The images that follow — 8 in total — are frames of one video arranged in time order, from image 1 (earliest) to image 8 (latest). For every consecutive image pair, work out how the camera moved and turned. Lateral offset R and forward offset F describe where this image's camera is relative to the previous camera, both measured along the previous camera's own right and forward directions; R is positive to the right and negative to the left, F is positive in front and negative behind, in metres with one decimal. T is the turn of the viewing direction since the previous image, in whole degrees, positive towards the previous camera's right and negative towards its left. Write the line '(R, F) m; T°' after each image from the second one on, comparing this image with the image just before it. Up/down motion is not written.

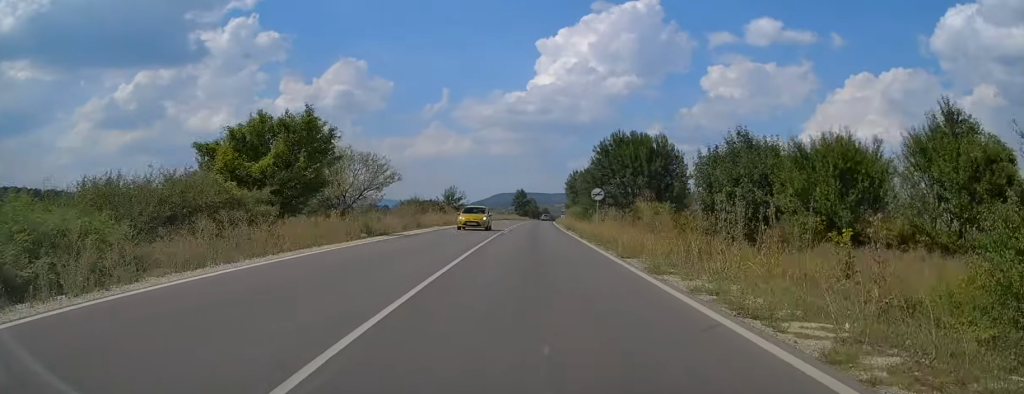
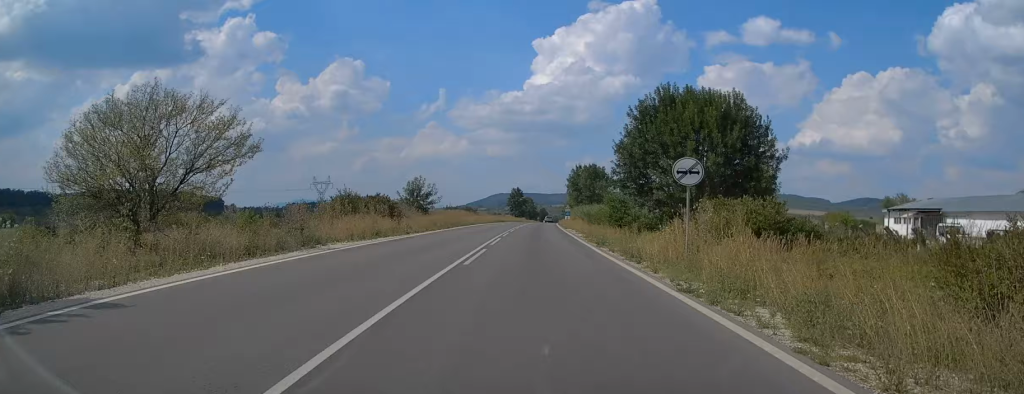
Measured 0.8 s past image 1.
(+0.1, +21.3) m; 0°
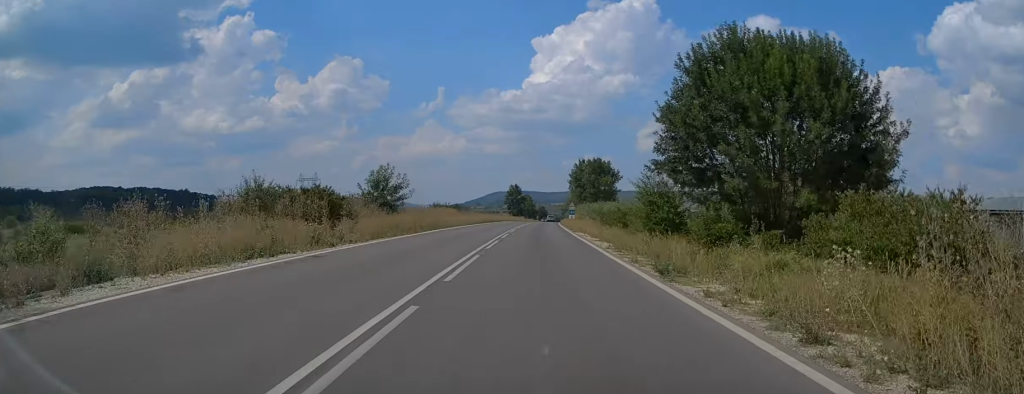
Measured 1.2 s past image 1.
(0.0, +12.0) m; 0°
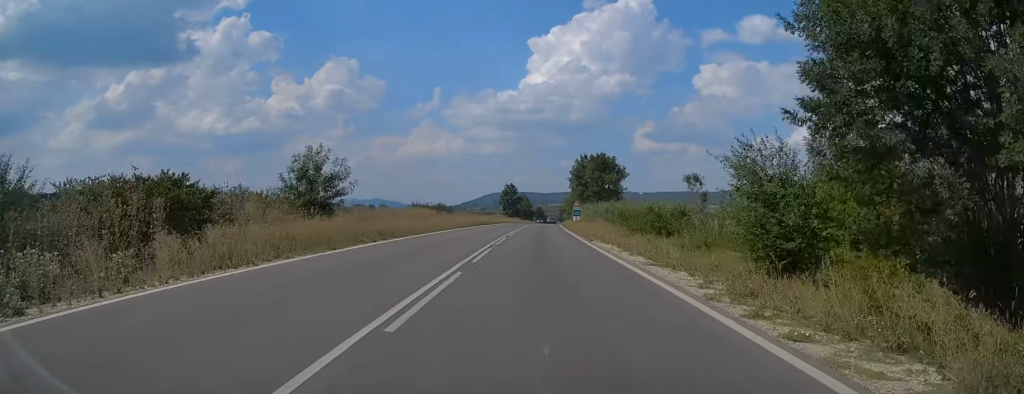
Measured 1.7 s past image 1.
(0.0, +13.0) m; 0°
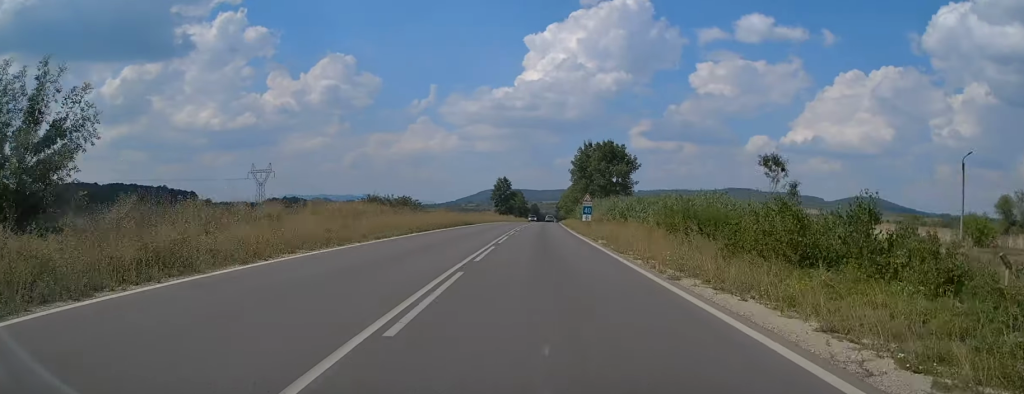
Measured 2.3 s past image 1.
(-0.1, +17.7) m; +1°
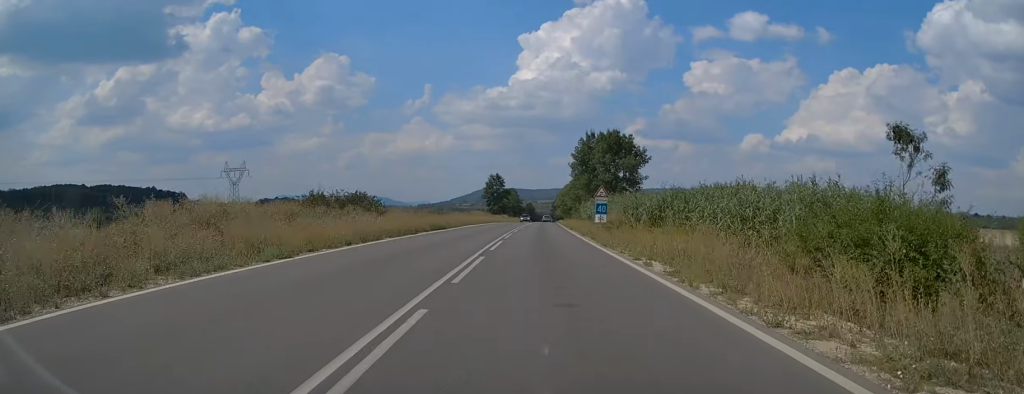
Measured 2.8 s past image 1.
(+0.2, +13.1) m; +1°
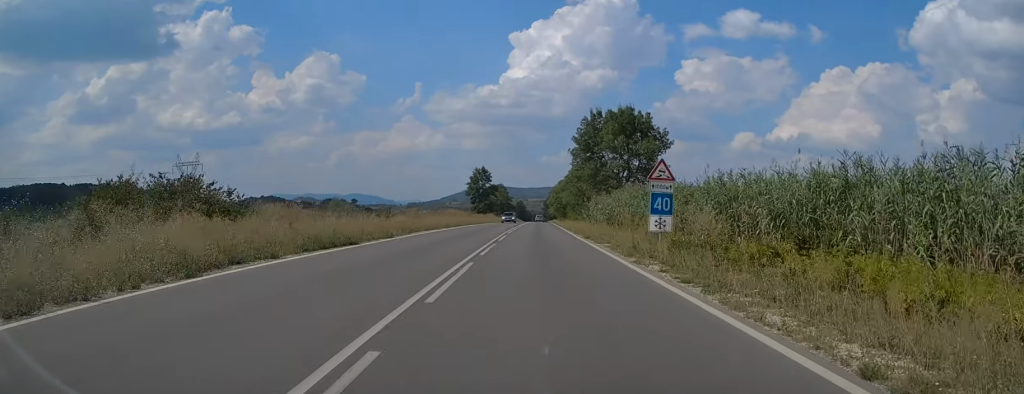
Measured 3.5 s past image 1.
(+0.2, +19.6) m; +1°
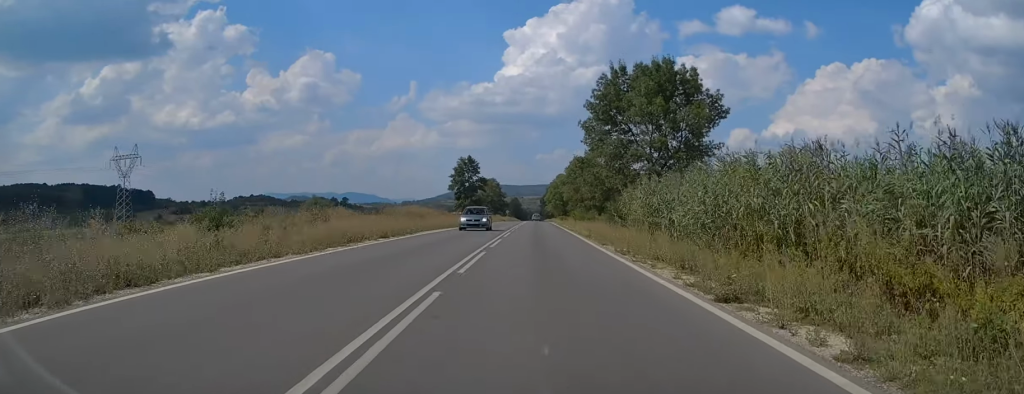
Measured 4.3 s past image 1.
(+0.2, +22.4) m; 0°
